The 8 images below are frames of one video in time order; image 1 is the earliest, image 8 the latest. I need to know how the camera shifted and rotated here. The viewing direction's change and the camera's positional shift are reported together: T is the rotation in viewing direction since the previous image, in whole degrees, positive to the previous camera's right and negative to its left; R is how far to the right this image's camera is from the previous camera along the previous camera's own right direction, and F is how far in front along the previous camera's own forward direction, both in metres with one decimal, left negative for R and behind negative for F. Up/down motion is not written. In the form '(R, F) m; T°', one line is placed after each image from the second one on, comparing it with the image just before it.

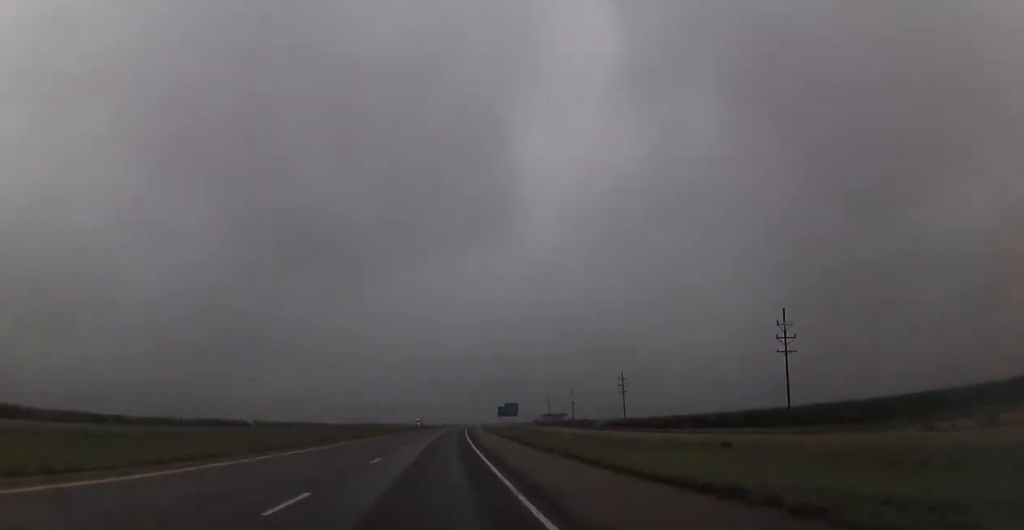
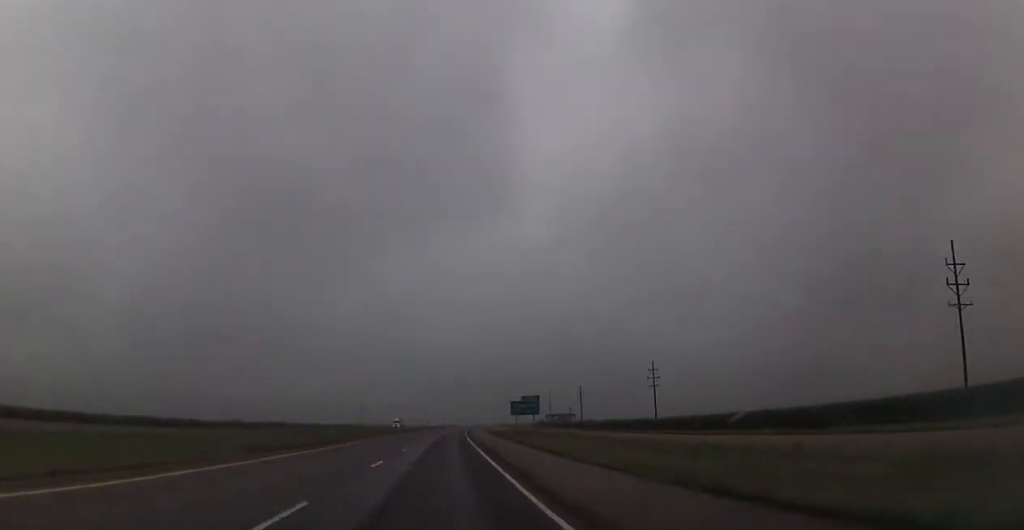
(0.0, +37.4) m; 0°
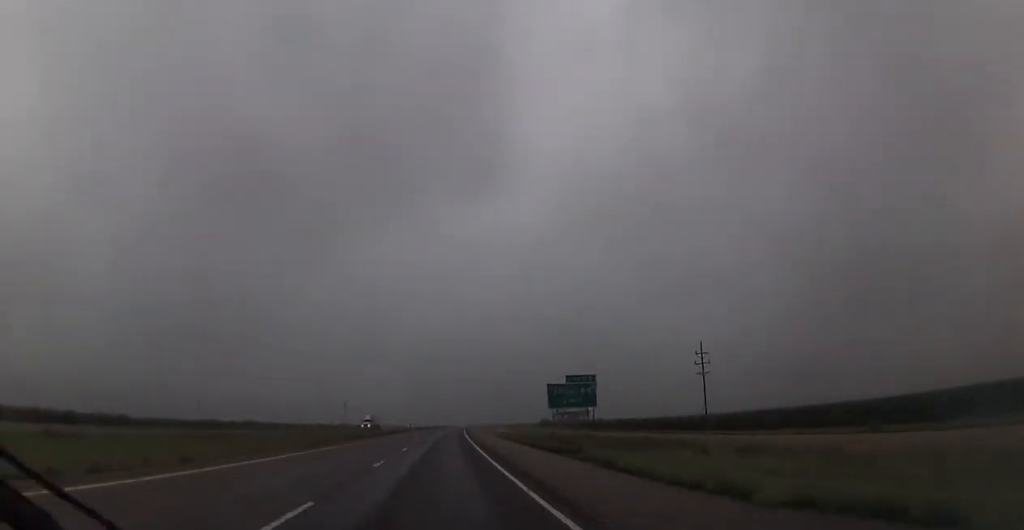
(+0.2, +36.3) m; +1°
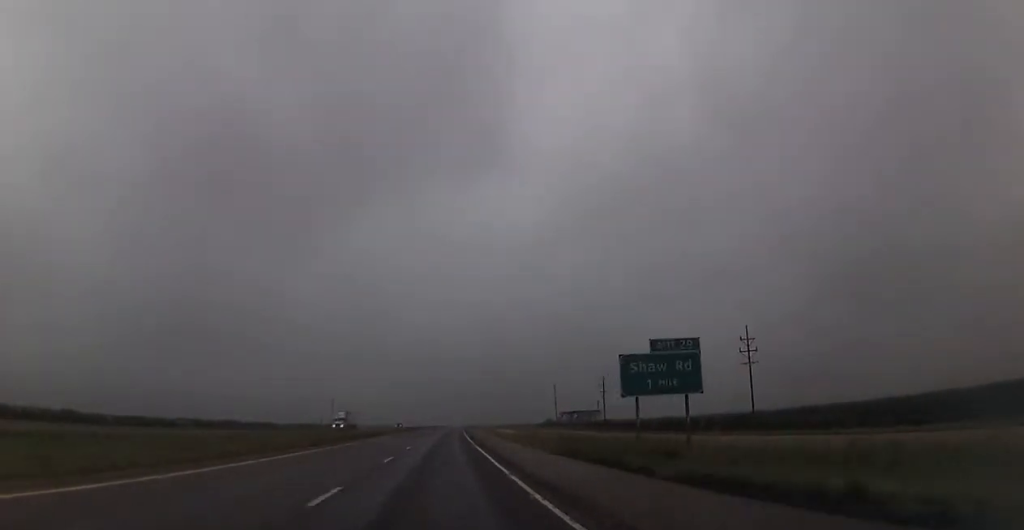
(+0.3, +21.8) m; +1°
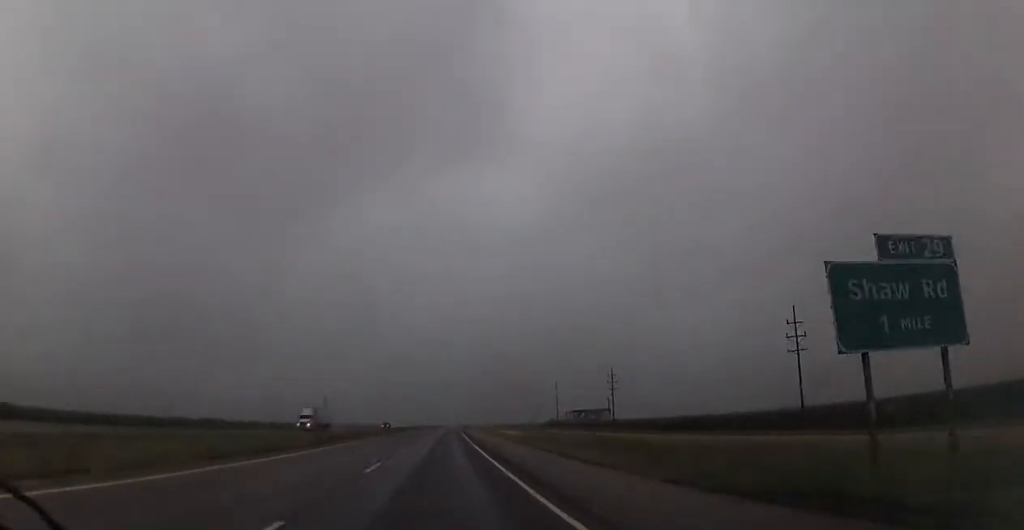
(0.0, +16.9) m; +1°
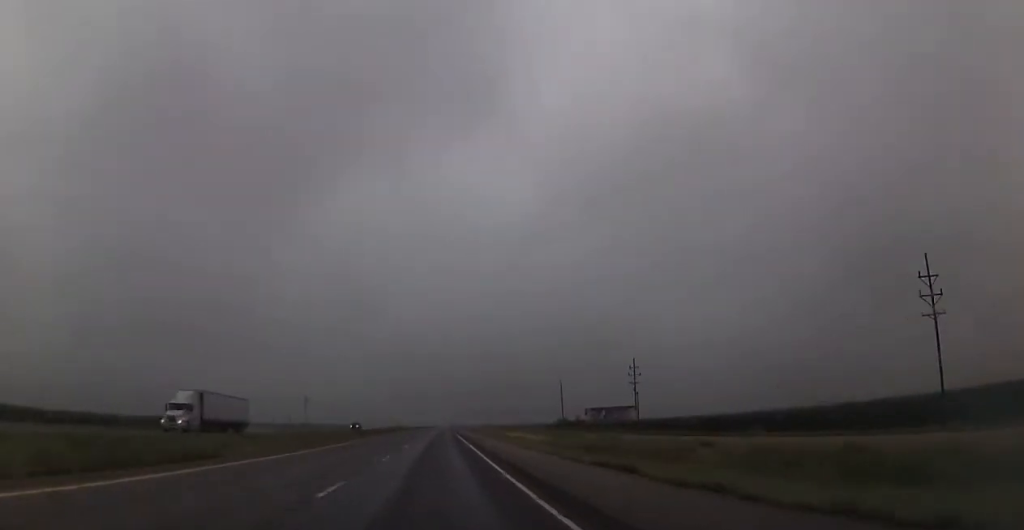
(+0.4, +30.1) m; +1°
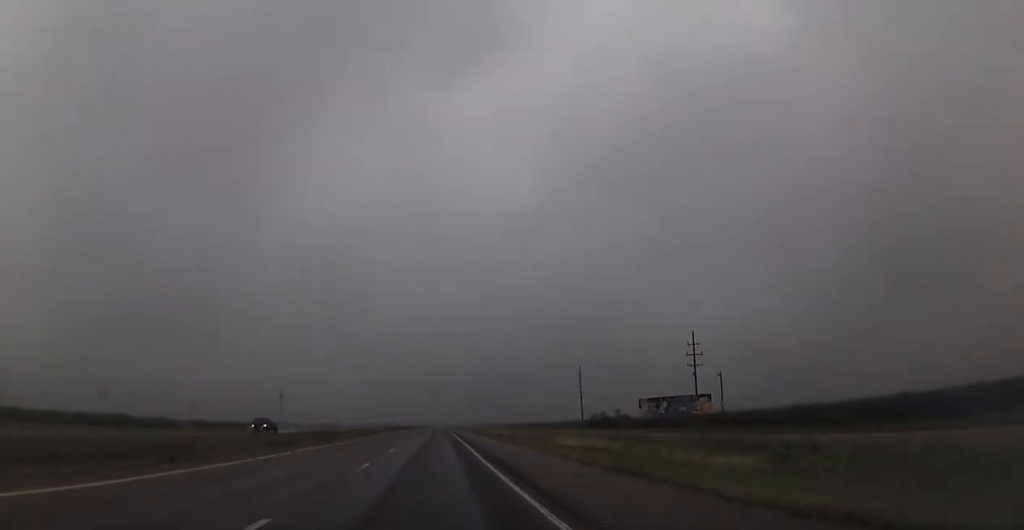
(+0.1, +42.2) m; 0°
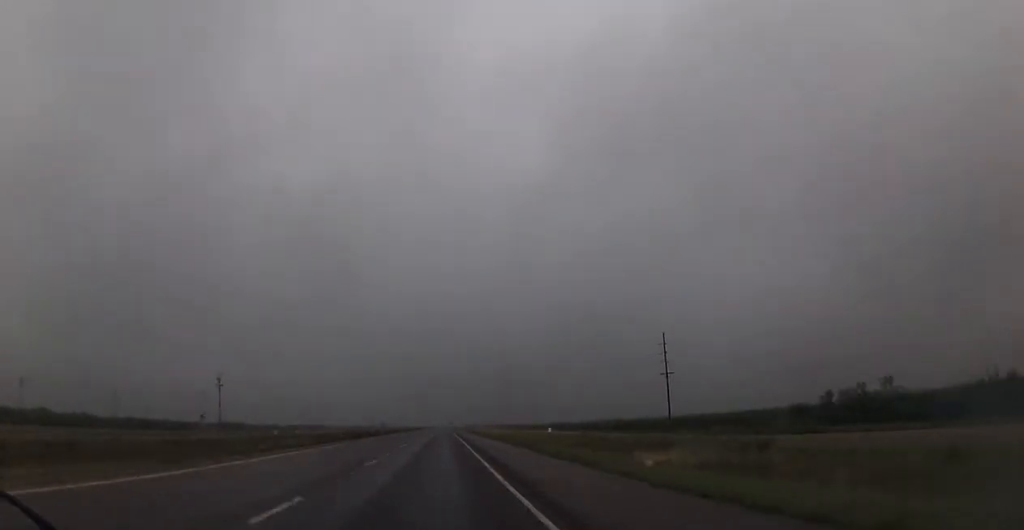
(-0.1, +82.0) m; -1°
